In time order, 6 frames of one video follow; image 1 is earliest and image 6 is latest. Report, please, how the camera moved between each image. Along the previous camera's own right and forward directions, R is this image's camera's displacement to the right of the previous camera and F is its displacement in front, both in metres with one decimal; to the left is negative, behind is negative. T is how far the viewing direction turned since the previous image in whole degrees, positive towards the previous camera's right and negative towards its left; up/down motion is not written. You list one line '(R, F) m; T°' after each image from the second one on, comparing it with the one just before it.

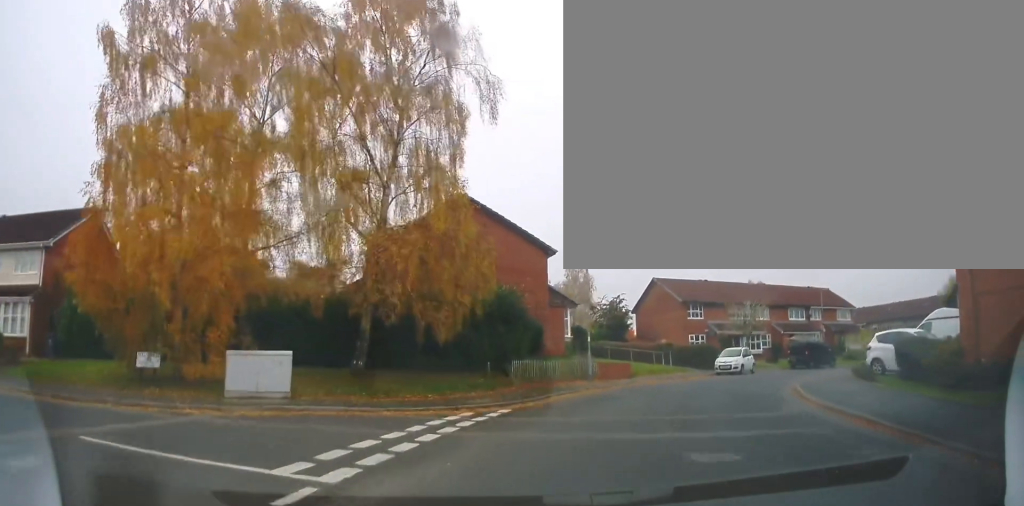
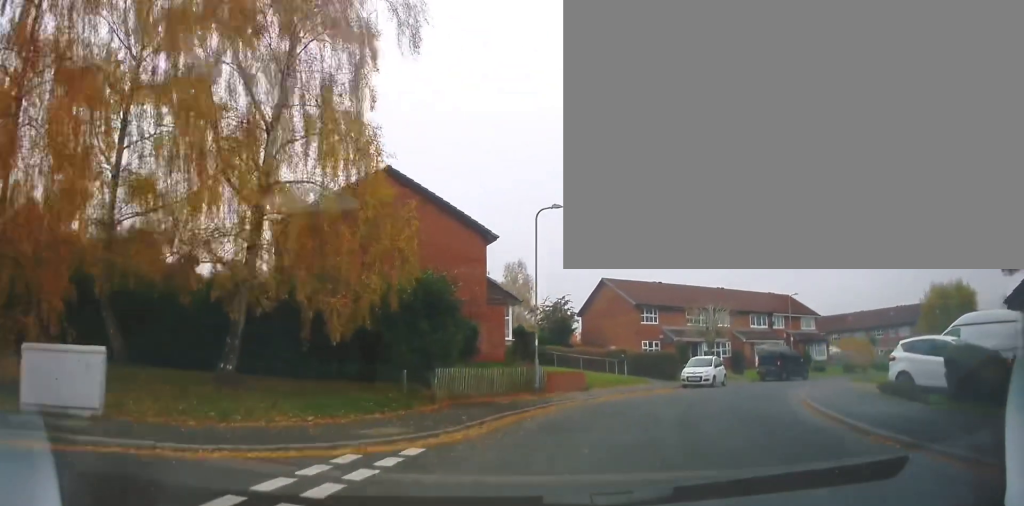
(+0.2, +4.9) m; +8°
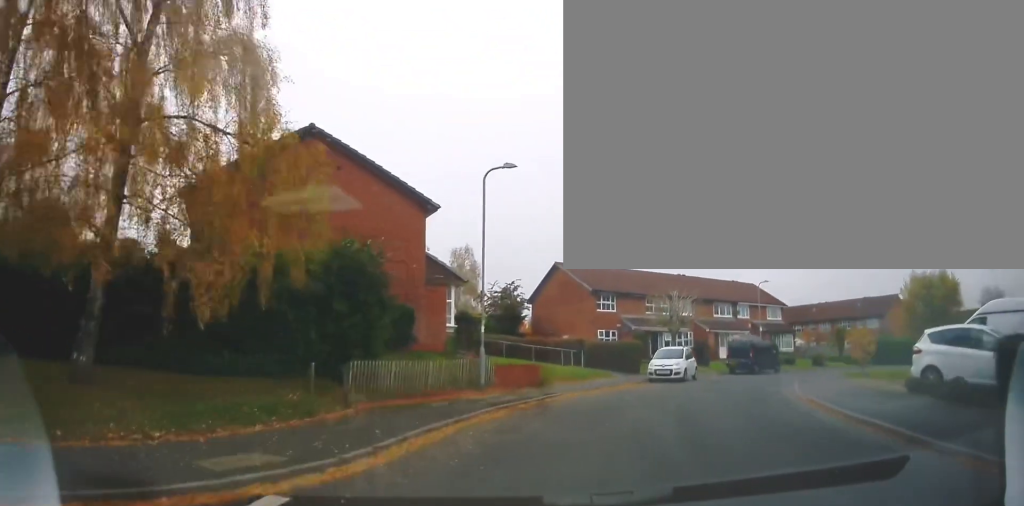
(+0.1, +3.6) m; +7°
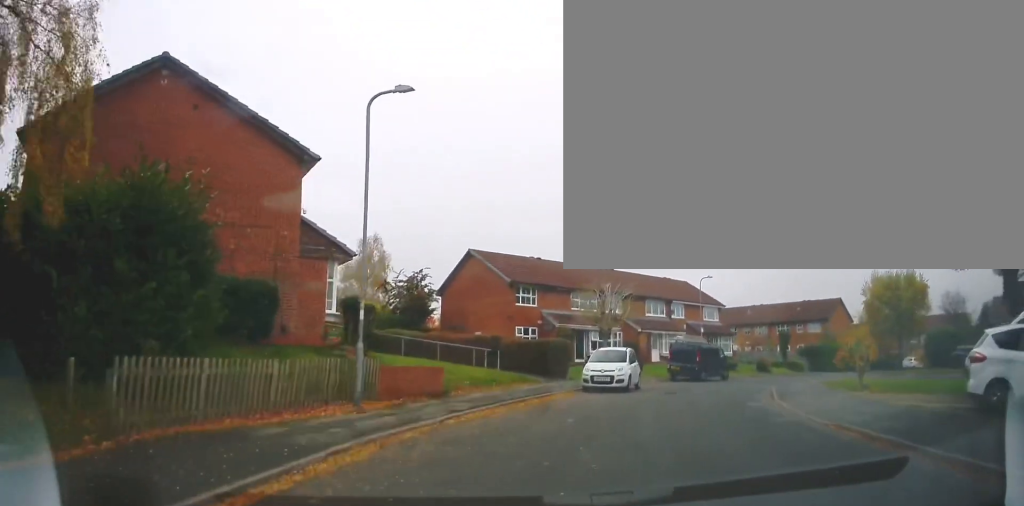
(+0.6, +5.3) m; +10°
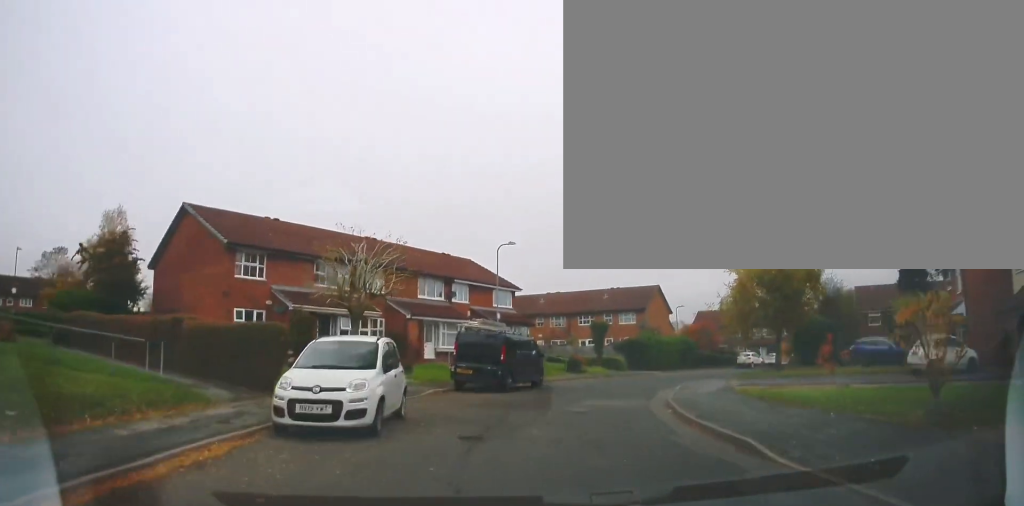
(+2.5, +11.7) m; +22°
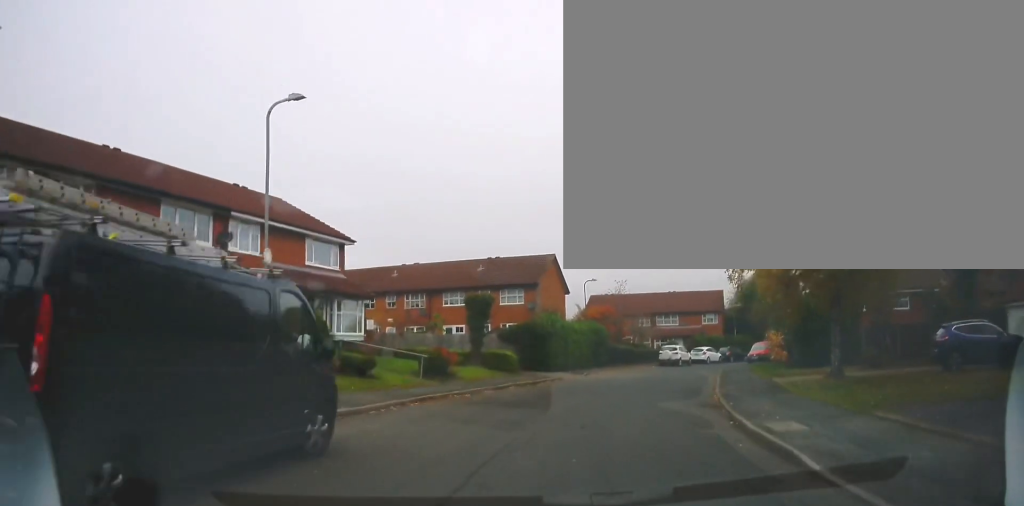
(+1.6, +15.5) m; +11°
